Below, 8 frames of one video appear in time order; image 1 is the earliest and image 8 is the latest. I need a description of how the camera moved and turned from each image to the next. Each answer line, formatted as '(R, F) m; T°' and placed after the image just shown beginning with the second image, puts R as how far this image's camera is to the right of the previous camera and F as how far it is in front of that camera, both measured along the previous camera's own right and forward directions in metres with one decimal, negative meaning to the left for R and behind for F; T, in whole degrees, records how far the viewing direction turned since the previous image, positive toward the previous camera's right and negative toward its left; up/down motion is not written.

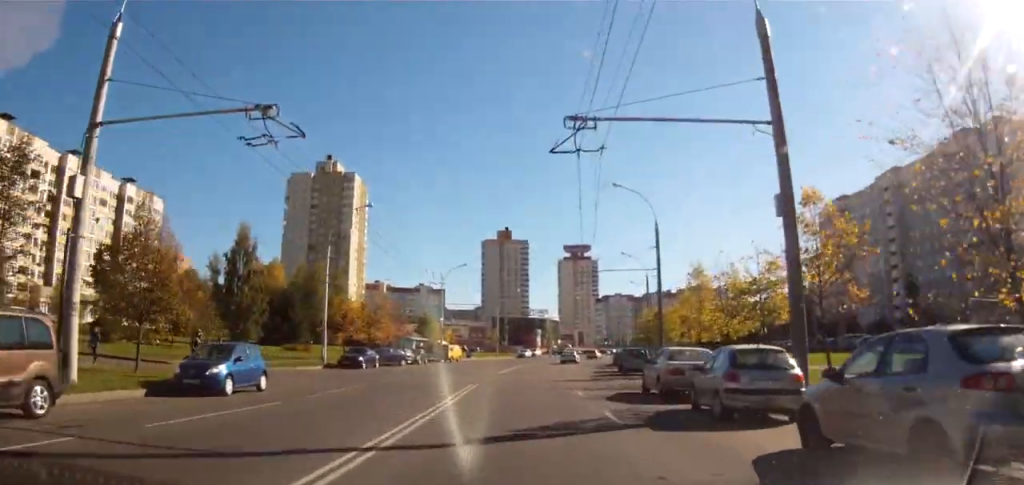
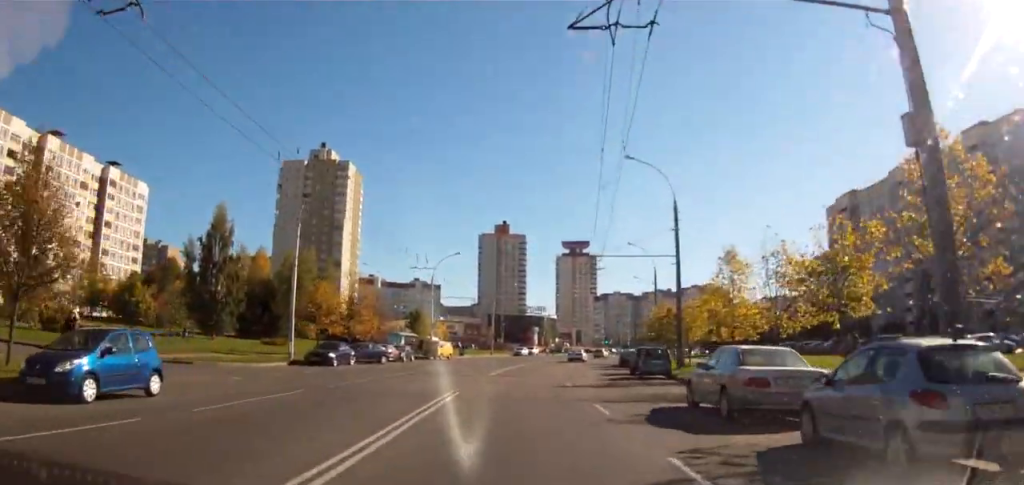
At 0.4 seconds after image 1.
(+0.1, +6.0) m; 0°
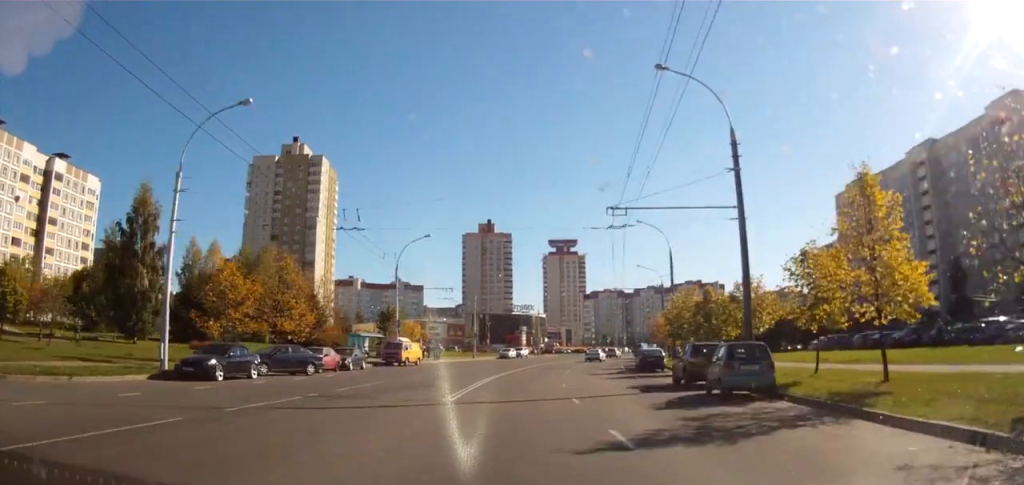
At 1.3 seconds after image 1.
(+0.1, +13.1) m; 0°
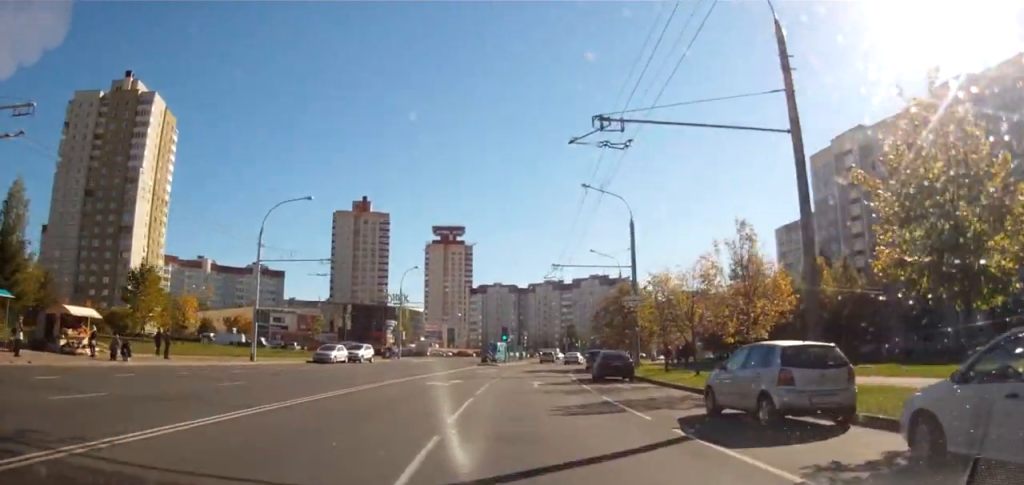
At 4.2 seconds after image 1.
(-0.2, +43.3) m; +1°
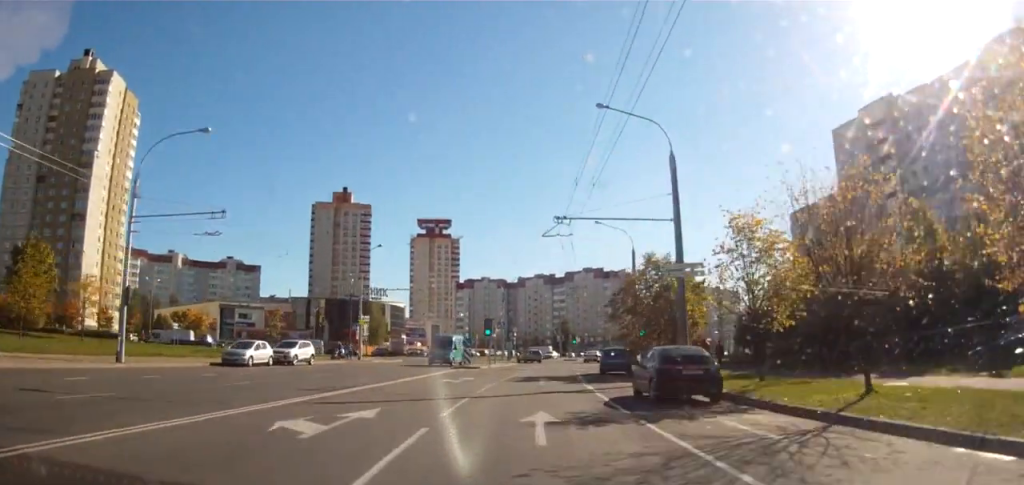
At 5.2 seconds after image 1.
(+0.6, +14.6) m; +5°
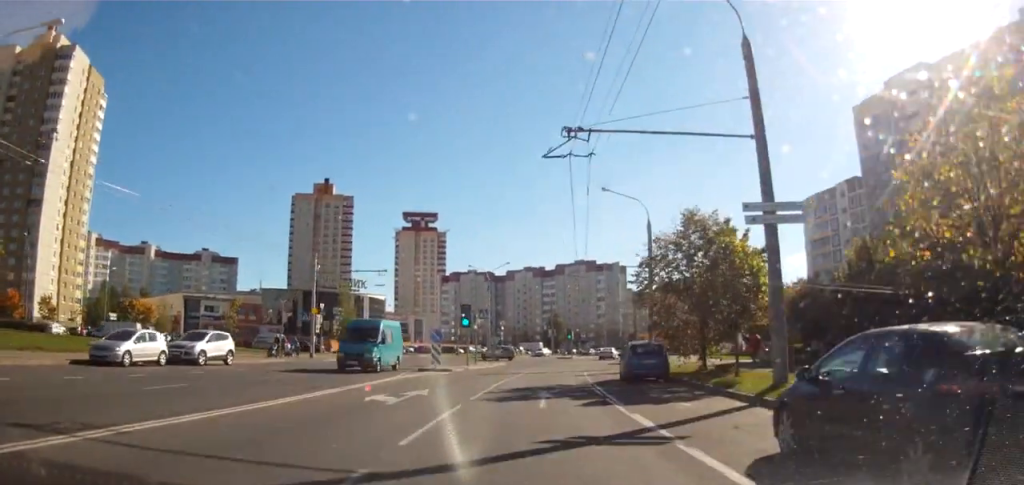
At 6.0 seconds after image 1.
(+0.5, +11.5) m; +3°
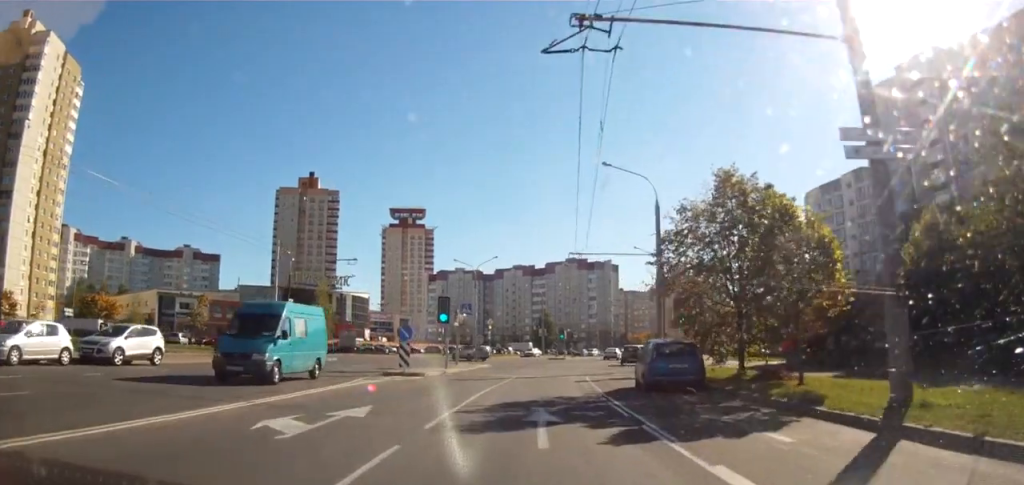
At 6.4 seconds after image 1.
(0.0, +6.2) m; 0°
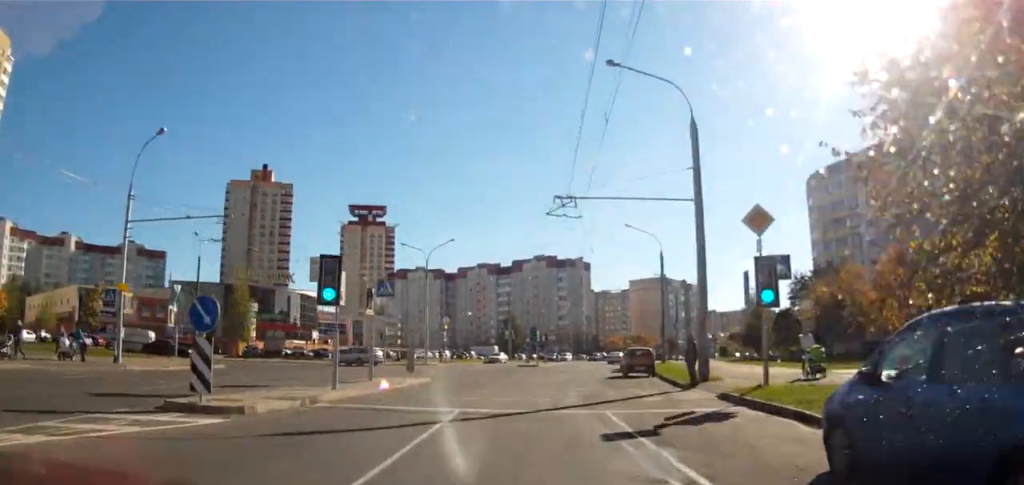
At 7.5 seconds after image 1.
(-0.1, +14.9) m; +1°
